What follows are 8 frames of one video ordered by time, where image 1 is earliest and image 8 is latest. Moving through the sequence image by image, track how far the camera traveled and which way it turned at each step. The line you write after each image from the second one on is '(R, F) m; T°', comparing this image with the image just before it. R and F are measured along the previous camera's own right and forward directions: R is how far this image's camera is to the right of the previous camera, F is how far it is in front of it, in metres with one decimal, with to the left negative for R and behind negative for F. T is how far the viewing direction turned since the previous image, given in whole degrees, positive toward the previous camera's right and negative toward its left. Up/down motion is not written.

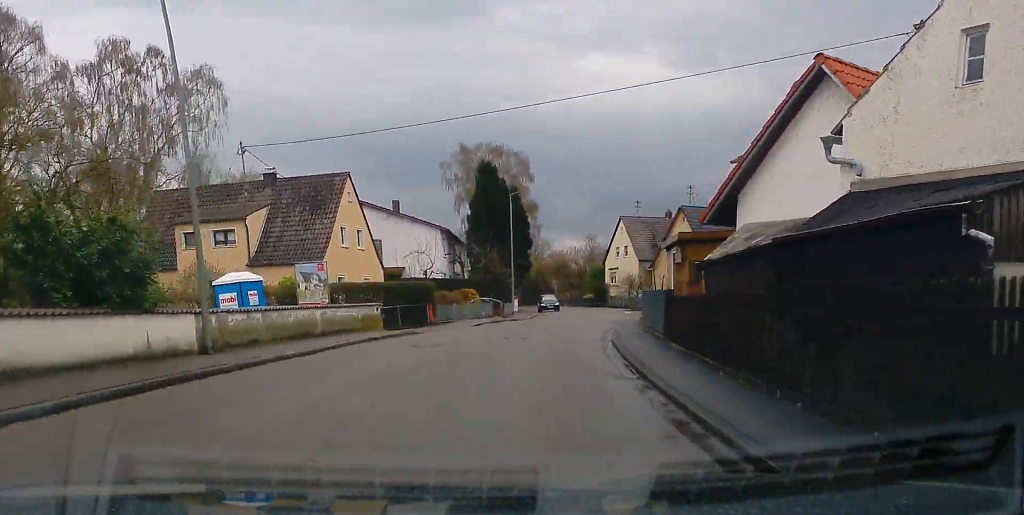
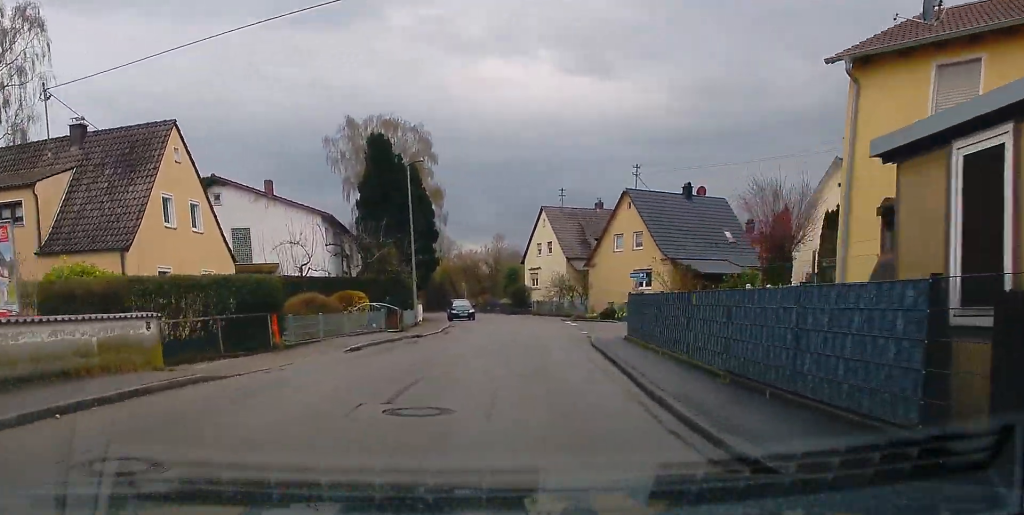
(+1.1, +13.1) m; +3°
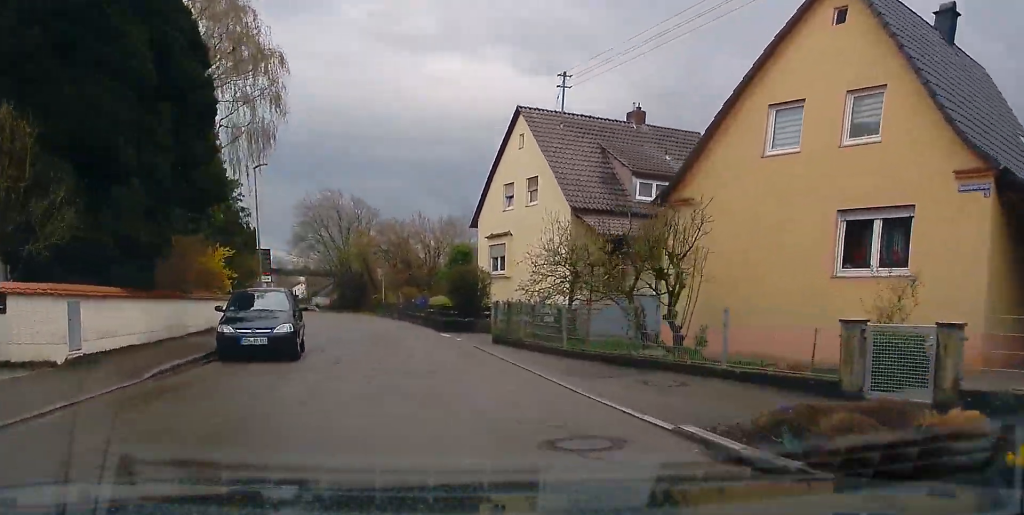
(+1.5, +36.8) m; -1°
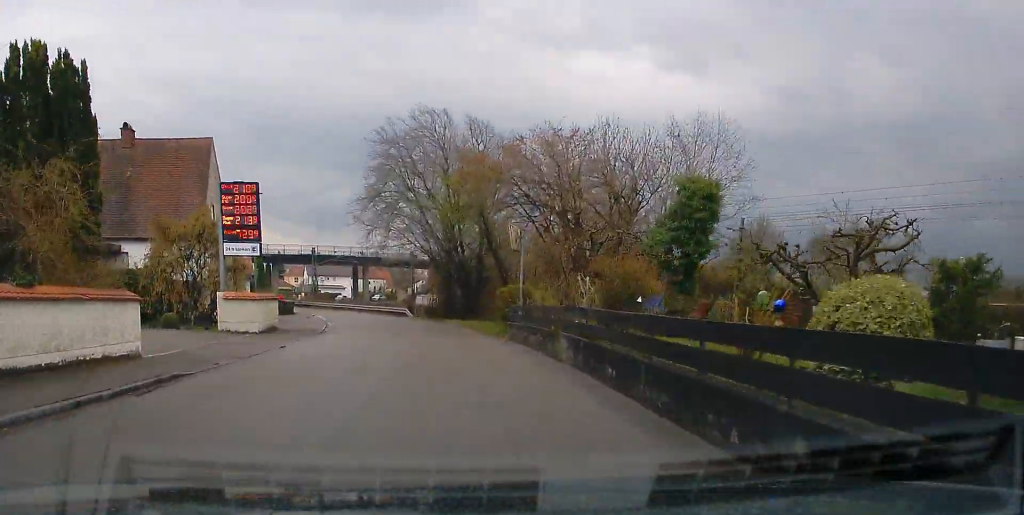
(-2.3, +31.9) m; -8°
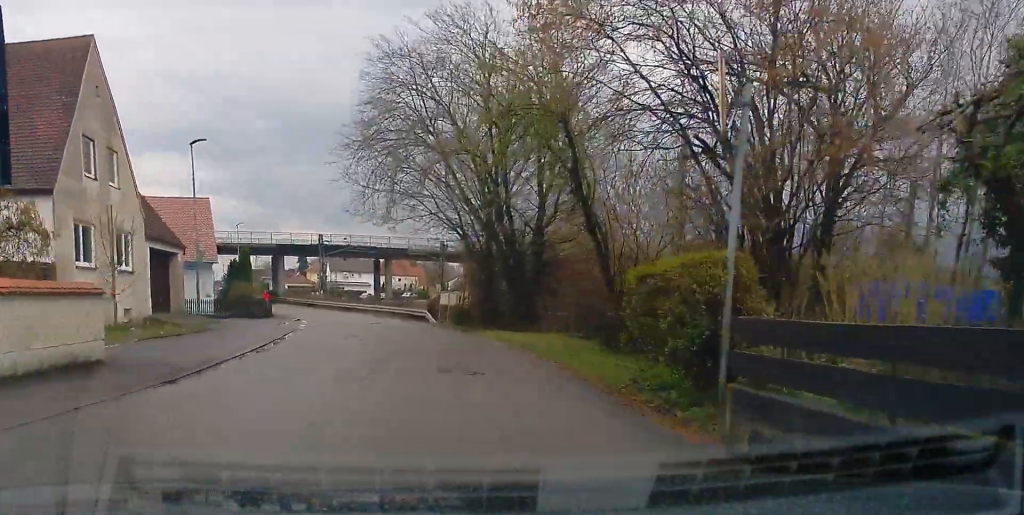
(-0.5, +15.9) m; -4°
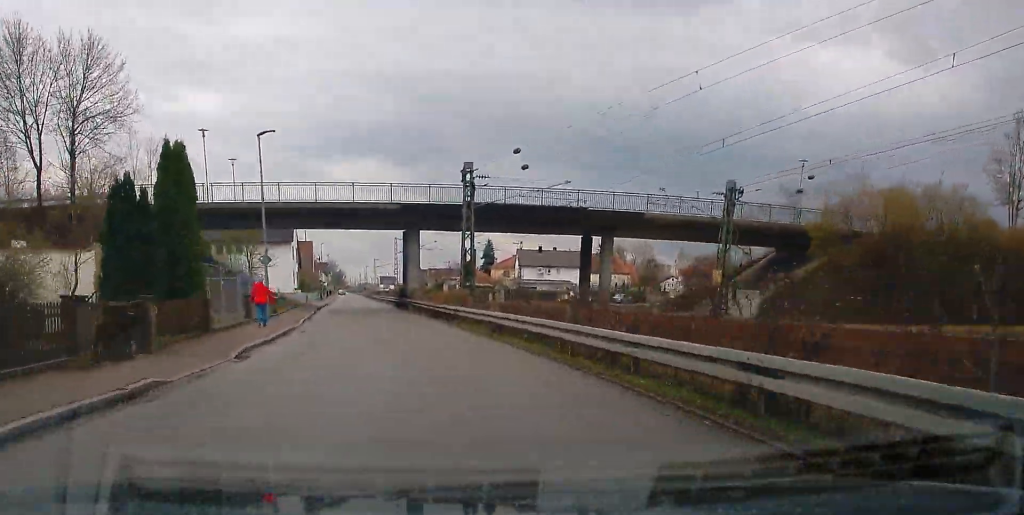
(-3.8, +42.8) m; -10°
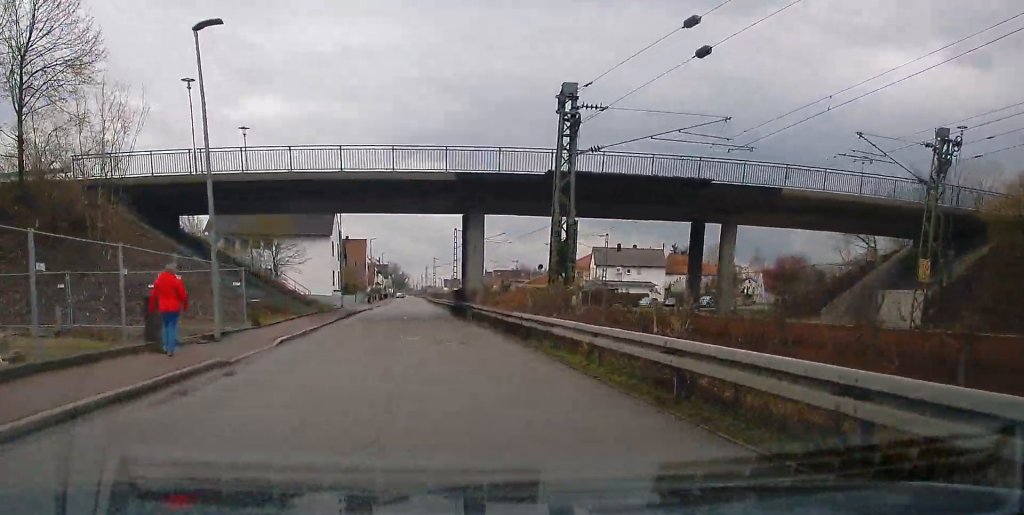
(-0.4, +14.6) m; -4°
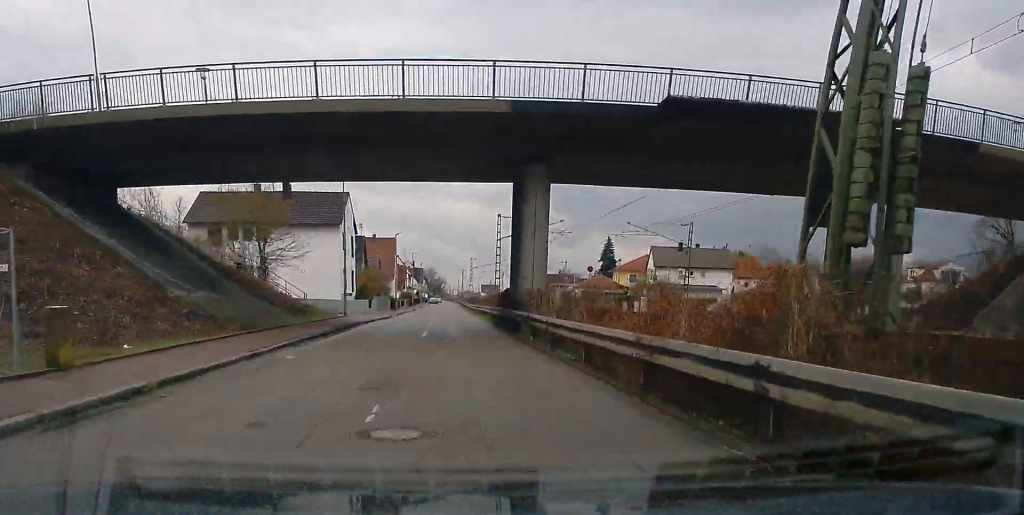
(-0.3, +15.0) m; -5°
